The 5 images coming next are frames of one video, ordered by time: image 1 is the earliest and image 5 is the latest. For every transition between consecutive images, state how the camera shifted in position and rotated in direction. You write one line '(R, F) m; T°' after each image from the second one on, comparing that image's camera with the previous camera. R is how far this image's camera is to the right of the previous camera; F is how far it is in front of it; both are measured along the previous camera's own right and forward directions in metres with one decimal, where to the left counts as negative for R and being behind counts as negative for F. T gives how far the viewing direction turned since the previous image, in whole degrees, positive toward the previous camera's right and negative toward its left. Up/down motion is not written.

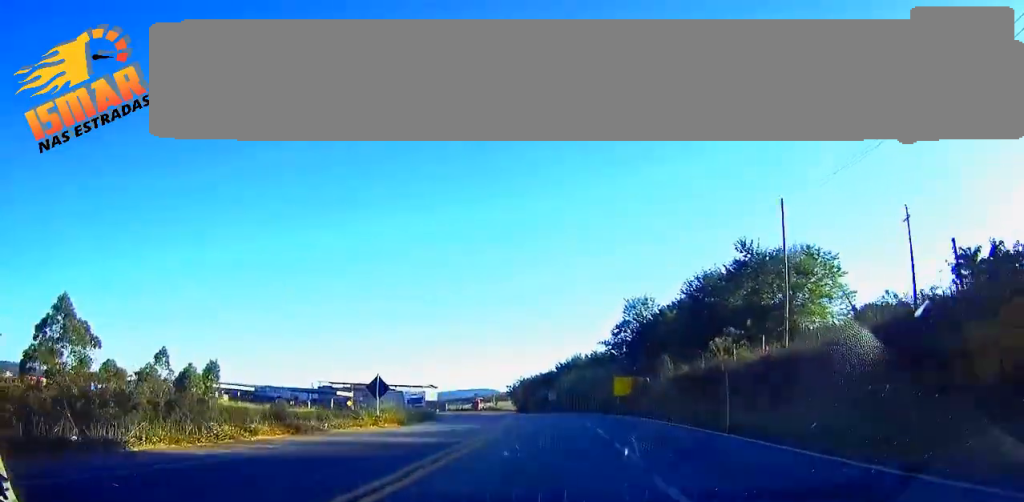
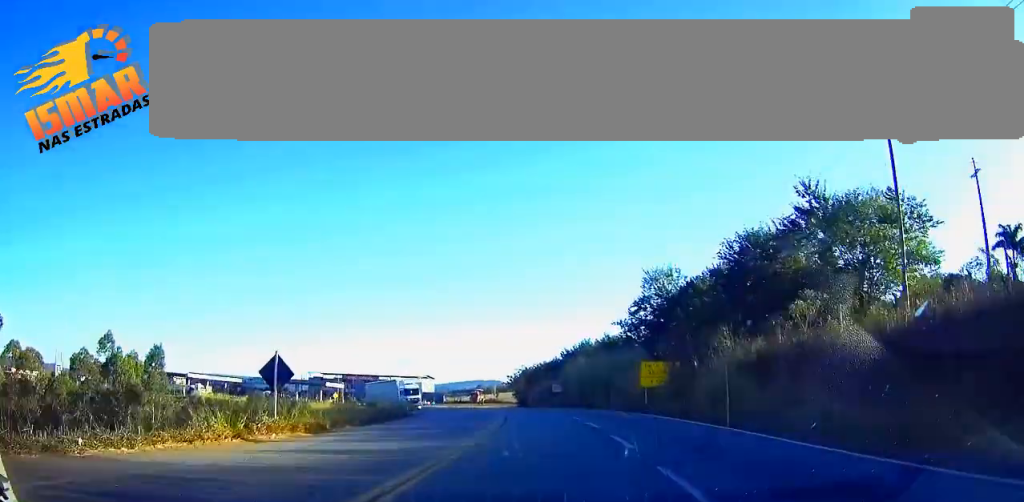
(-0.1, +14.4) m; -1°
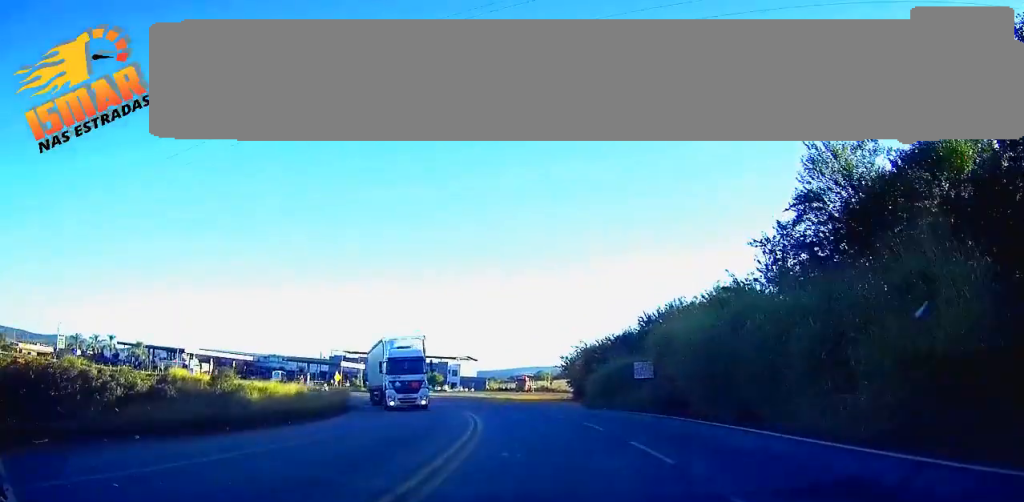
(-1.1, +35.1) m; -6°
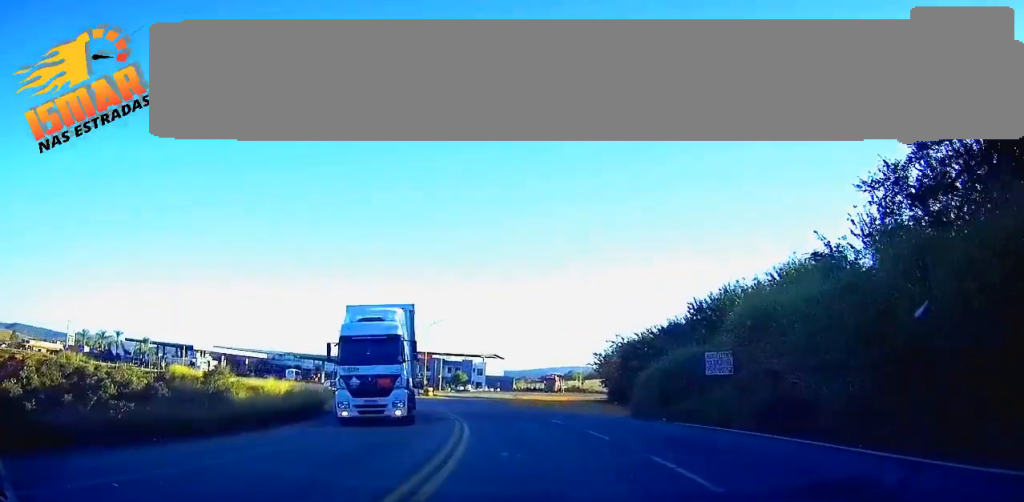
(-0.4, +10.7) m; -3°
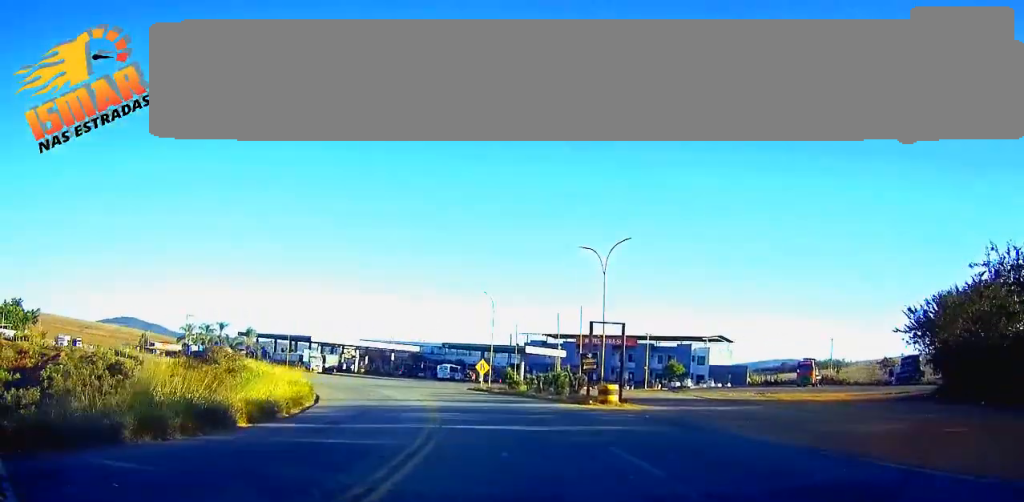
(-6.1, +44.5) m; -18°
